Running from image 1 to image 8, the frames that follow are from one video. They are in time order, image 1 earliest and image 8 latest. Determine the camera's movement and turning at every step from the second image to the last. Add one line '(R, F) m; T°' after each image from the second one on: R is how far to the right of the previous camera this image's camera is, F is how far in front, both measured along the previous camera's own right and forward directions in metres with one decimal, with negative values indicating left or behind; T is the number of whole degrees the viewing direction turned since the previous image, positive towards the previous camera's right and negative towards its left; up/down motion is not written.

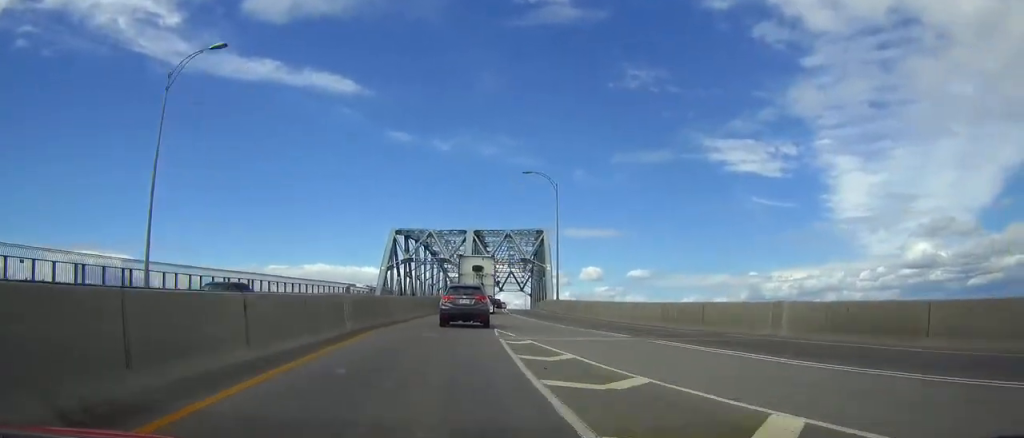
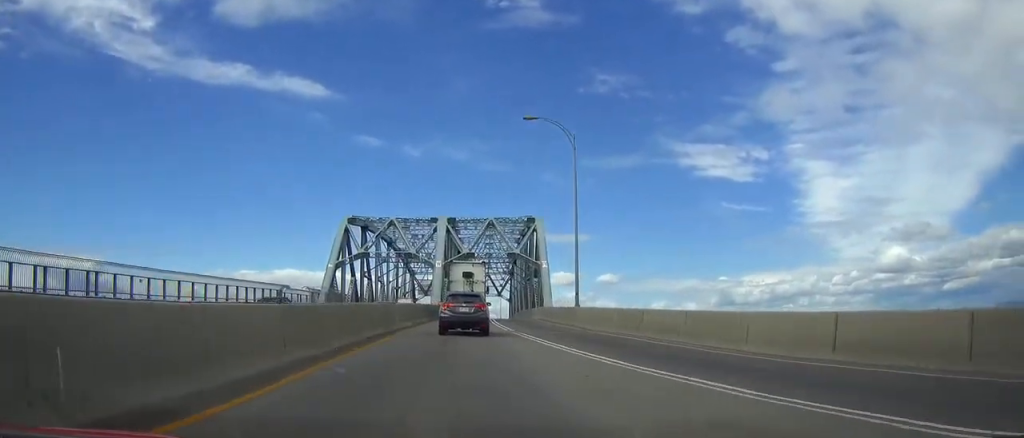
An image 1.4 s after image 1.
(+0.5, +20.3) m; +3°
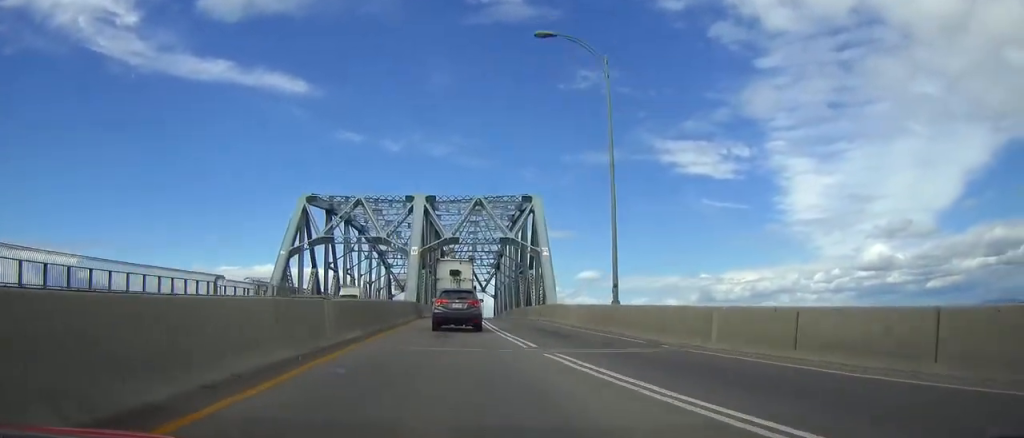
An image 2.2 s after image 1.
(+0.2, +12.9) m; +1°
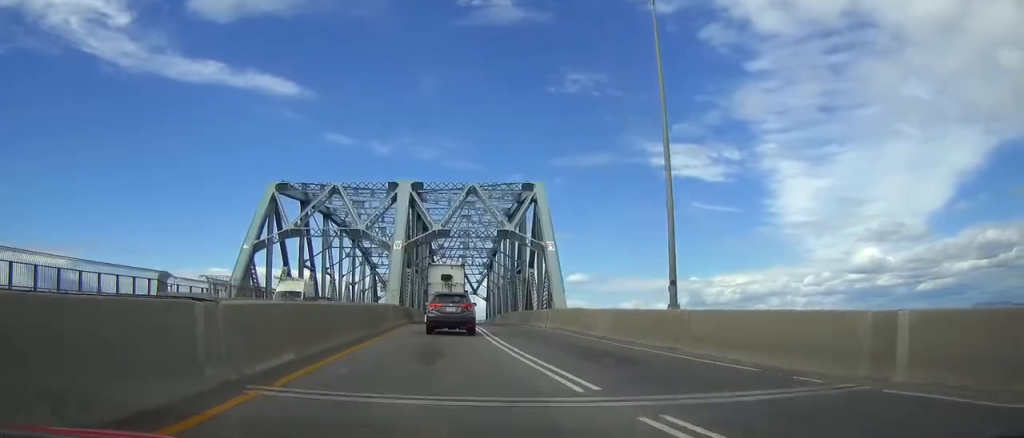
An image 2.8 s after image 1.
(0.0, +8.0) m; +1°
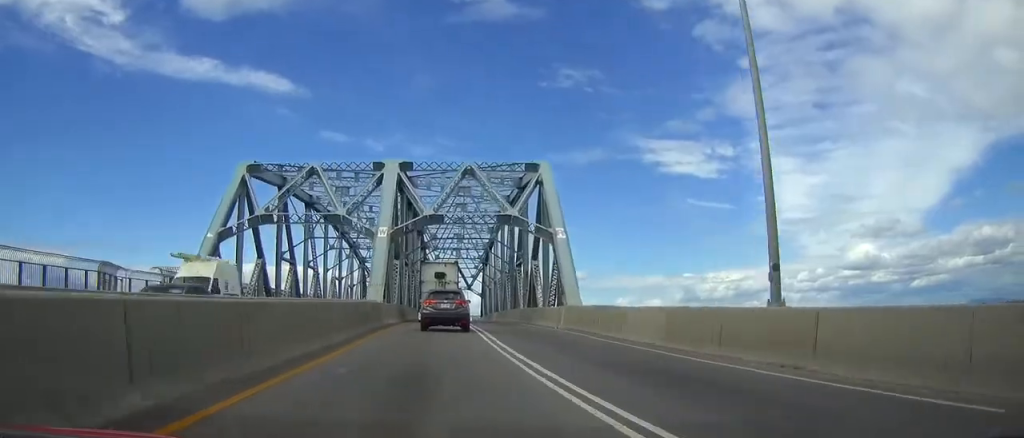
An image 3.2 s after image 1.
(+0.1, +6.5) m; 0°
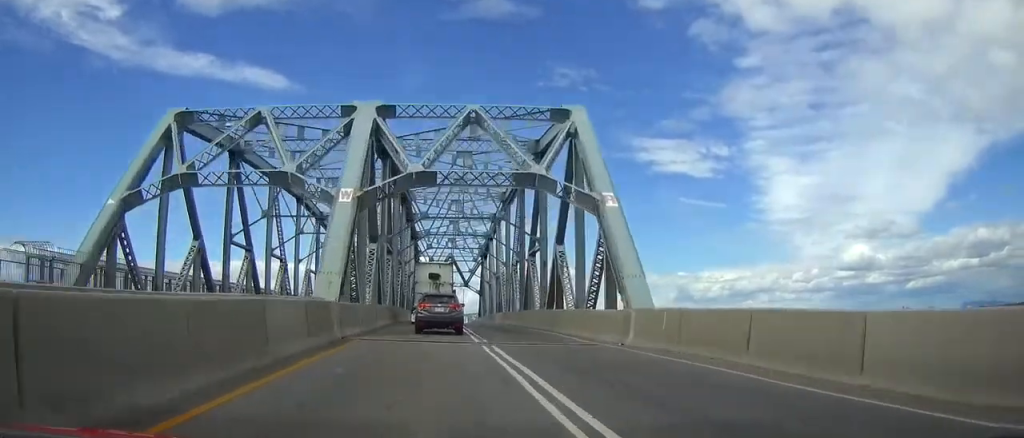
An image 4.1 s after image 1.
(+0.1, +13.1) m; +1°
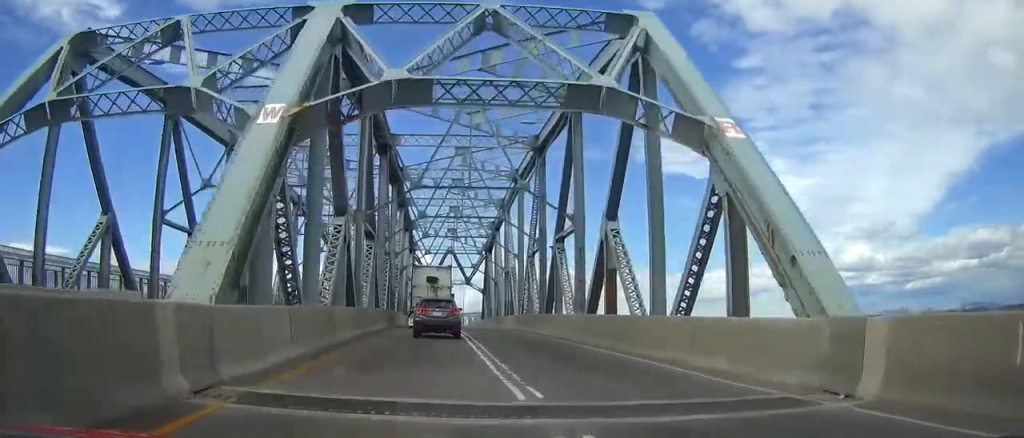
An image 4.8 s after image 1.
(0.0, +11.7) m; 0°
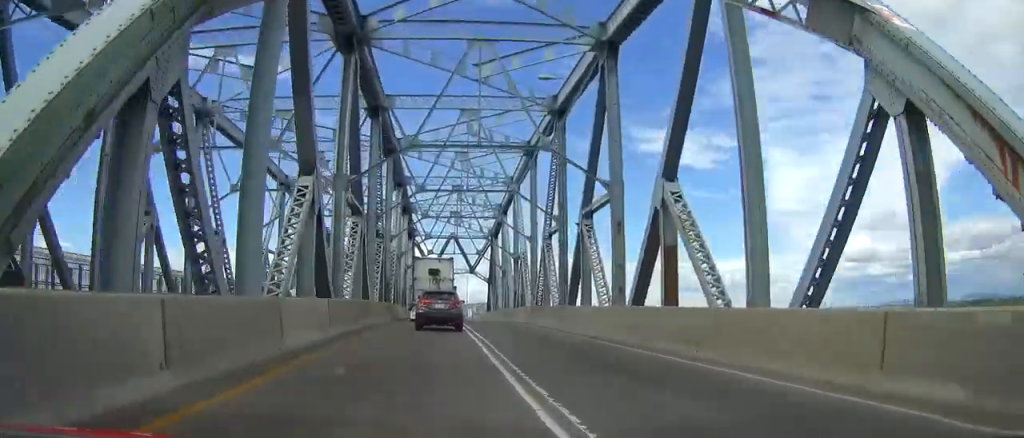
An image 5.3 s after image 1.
(0.0, +6.7) m; 0°
